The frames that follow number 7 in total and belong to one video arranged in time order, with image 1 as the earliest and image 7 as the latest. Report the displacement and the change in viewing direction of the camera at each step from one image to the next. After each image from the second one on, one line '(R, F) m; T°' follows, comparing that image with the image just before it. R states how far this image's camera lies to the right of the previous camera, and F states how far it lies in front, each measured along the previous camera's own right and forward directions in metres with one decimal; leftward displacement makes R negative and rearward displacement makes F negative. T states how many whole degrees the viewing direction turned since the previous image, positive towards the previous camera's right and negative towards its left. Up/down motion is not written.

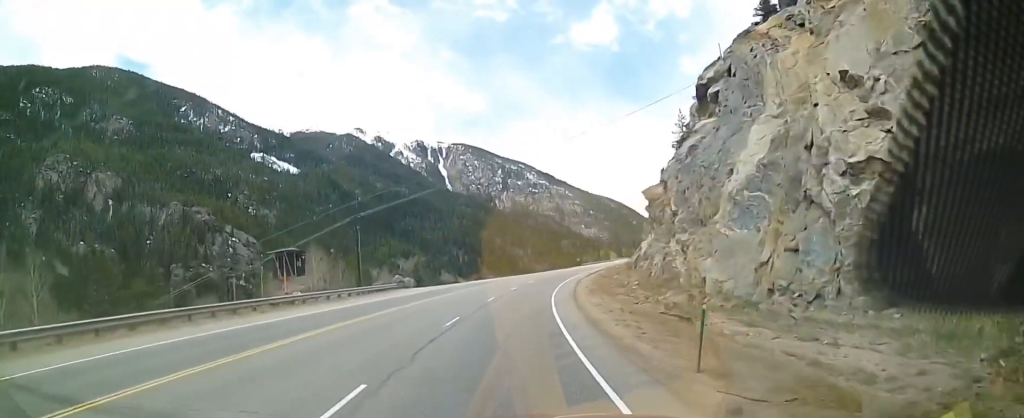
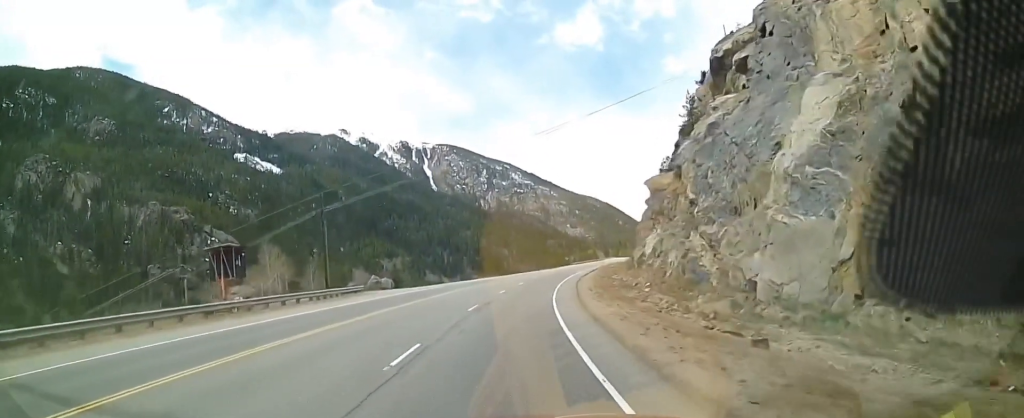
(-0.1, +8.0) m; 0°
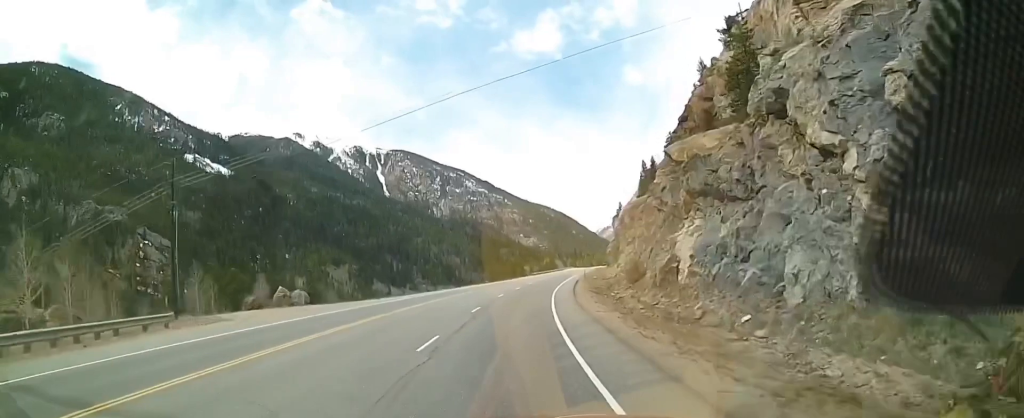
(+1.0, +22.3) m; +4°
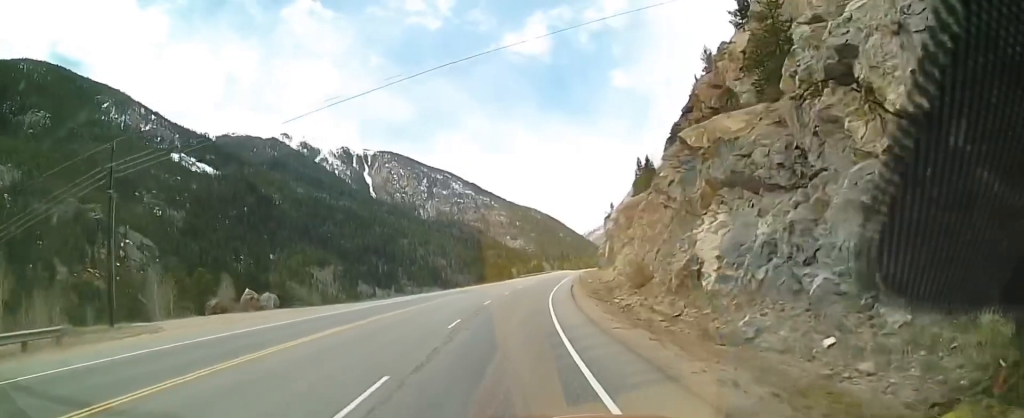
(0.0, +6.0) m; 0°
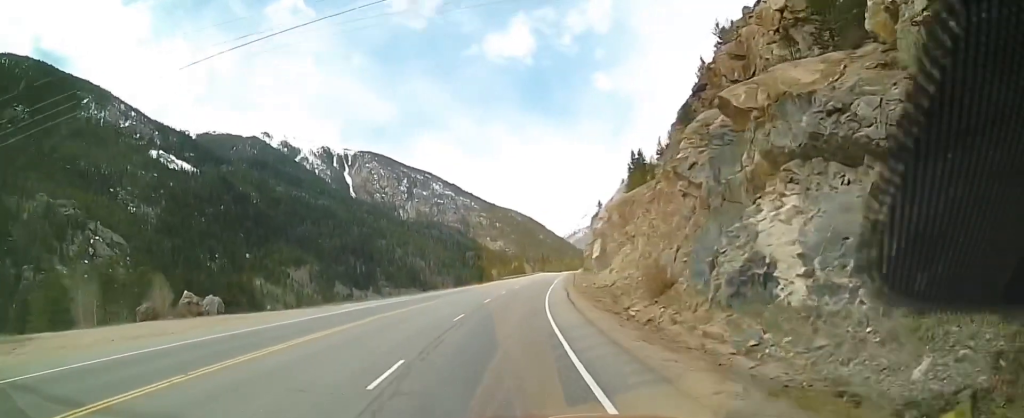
(0.0, +9.5) m; +1°
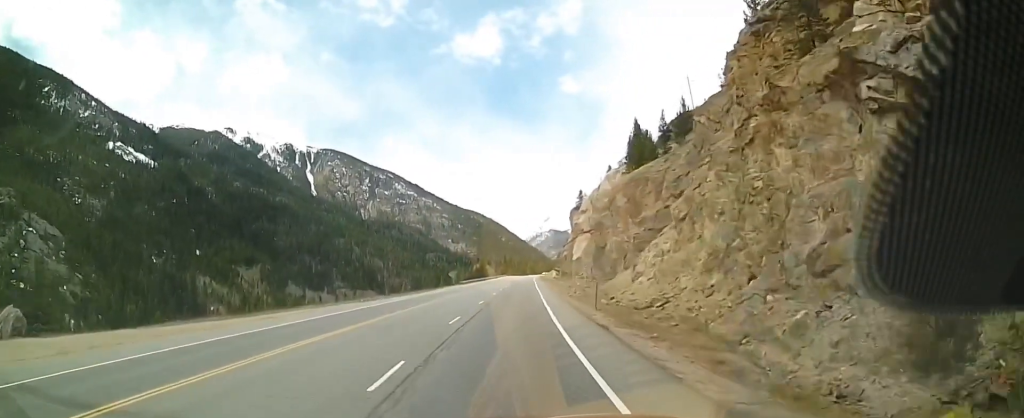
(+0.5, +24.0) m; +2°
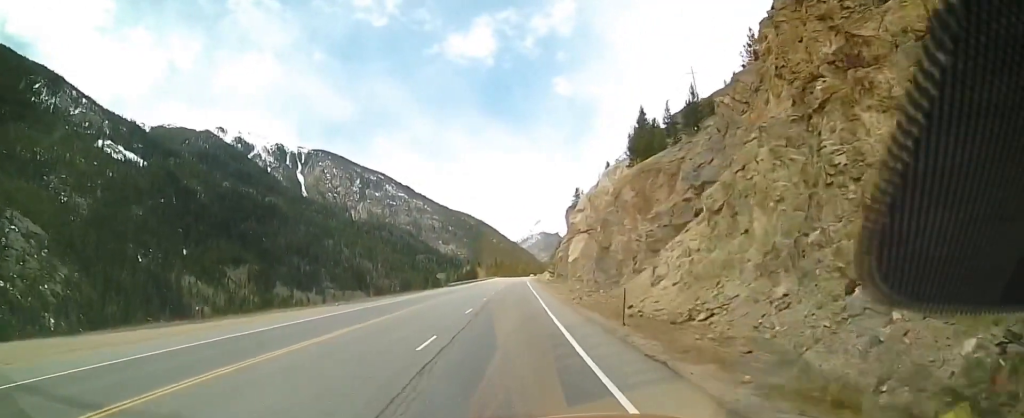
(-0.1, +6.6) m; +1°
